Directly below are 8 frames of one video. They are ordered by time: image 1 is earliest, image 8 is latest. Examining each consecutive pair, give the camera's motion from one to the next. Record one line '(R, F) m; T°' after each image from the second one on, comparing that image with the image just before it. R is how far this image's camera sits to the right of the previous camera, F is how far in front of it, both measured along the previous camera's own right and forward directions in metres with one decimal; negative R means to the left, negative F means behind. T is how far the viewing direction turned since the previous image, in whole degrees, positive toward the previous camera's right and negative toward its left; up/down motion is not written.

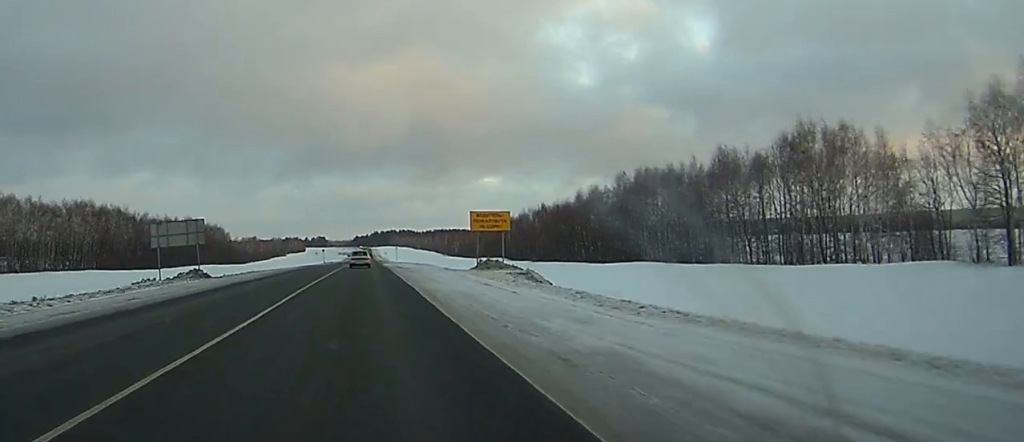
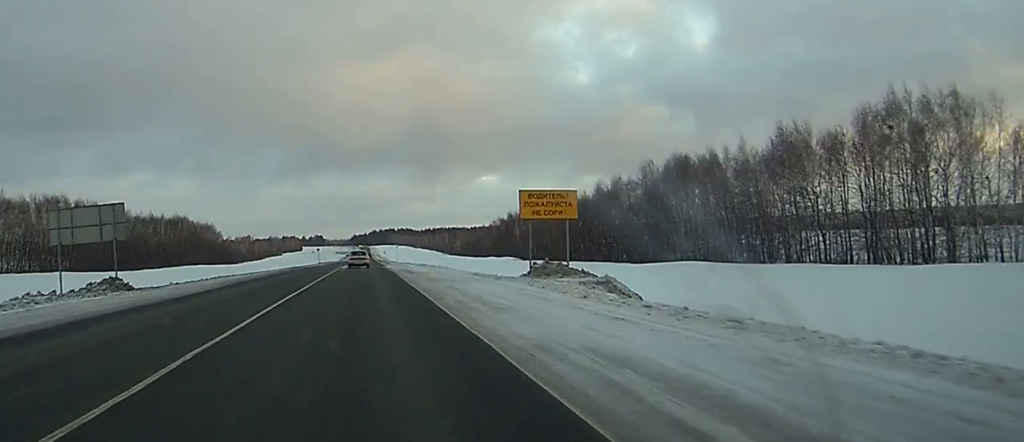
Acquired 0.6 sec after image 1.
(0.0, +17.4) m; 0°
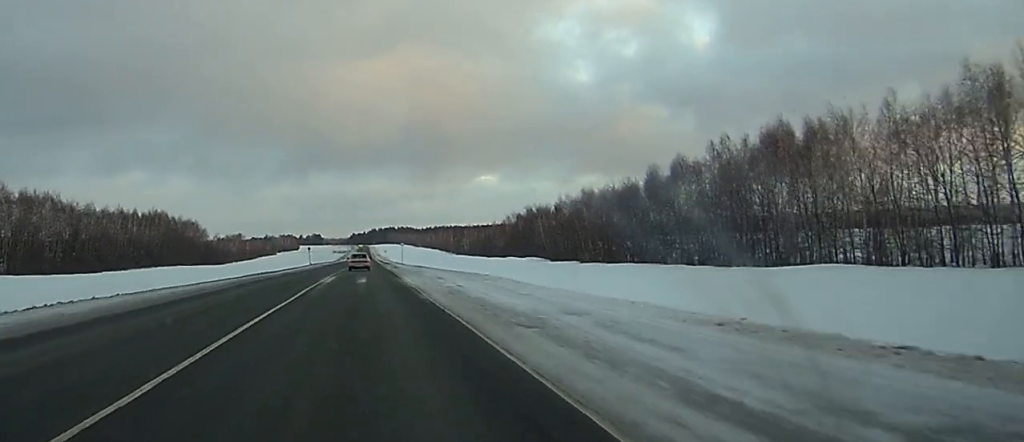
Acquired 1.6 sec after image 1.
(+0.1, +32.6) m; -1°
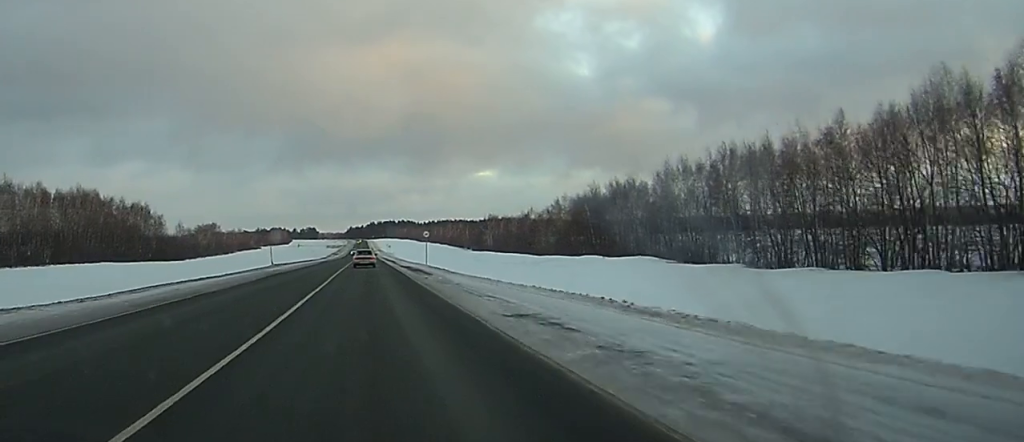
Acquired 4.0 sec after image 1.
(-0.7, +72.7) m; 0°
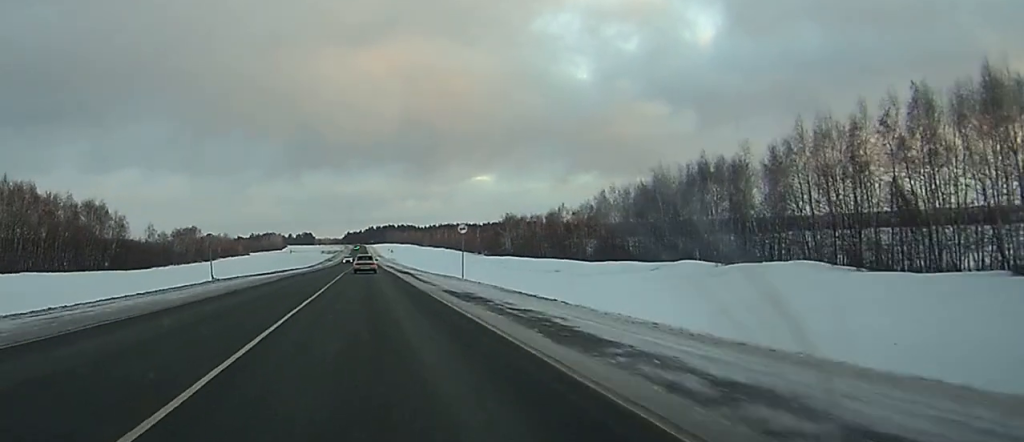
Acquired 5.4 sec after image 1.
(0.0, +41.0) m; 0°
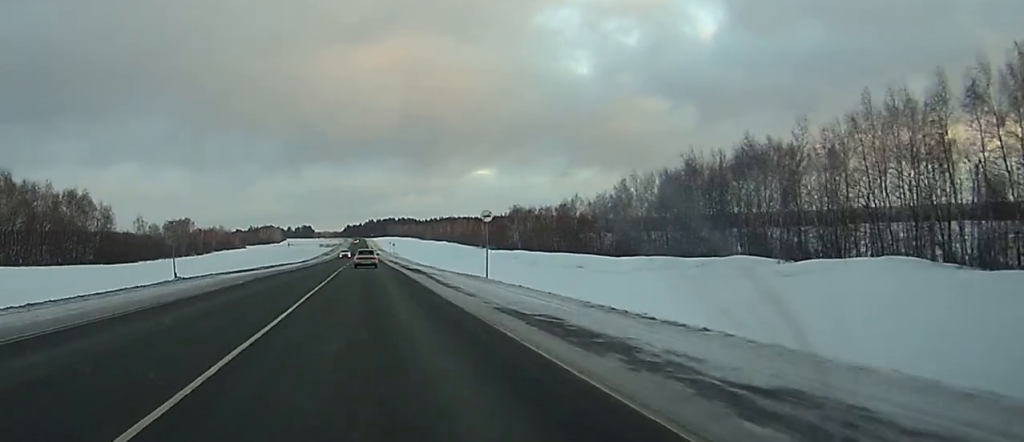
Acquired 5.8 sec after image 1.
(0.0, +13.0) m; 0°
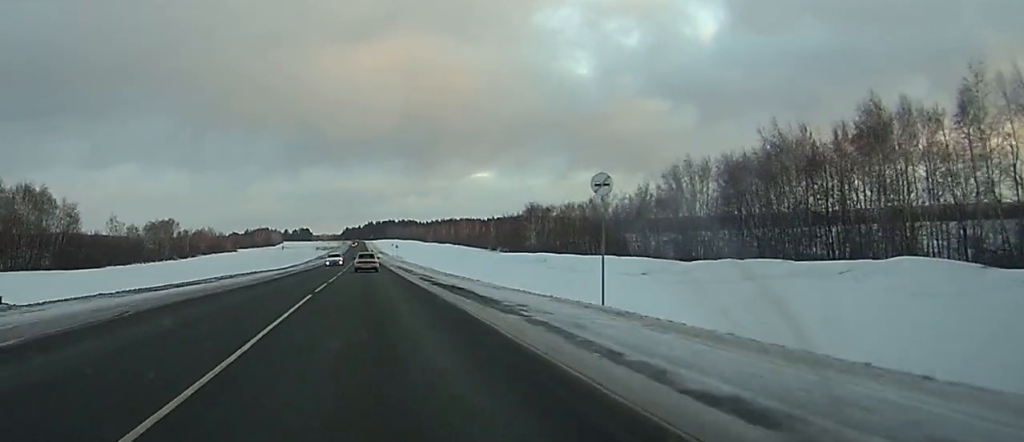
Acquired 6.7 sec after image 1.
(0.0, +26.1) m; 0°
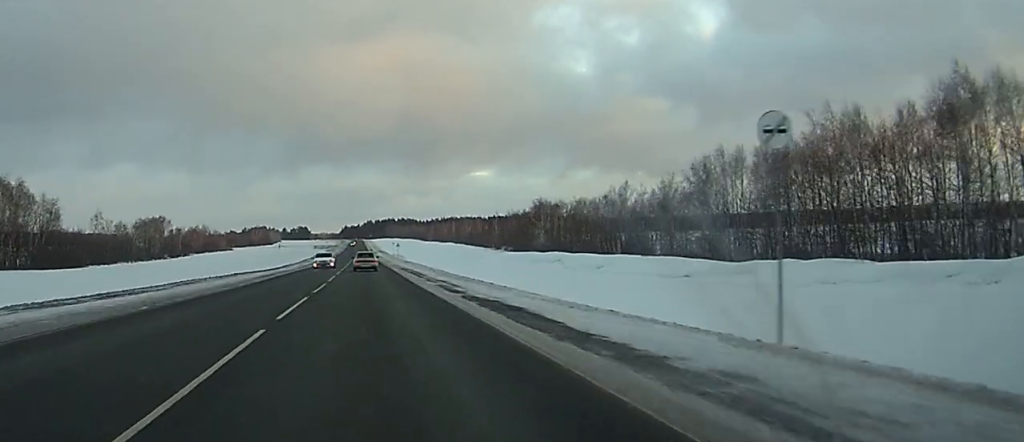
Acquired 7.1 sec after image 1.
(0.0, +12.1) m; 0°
